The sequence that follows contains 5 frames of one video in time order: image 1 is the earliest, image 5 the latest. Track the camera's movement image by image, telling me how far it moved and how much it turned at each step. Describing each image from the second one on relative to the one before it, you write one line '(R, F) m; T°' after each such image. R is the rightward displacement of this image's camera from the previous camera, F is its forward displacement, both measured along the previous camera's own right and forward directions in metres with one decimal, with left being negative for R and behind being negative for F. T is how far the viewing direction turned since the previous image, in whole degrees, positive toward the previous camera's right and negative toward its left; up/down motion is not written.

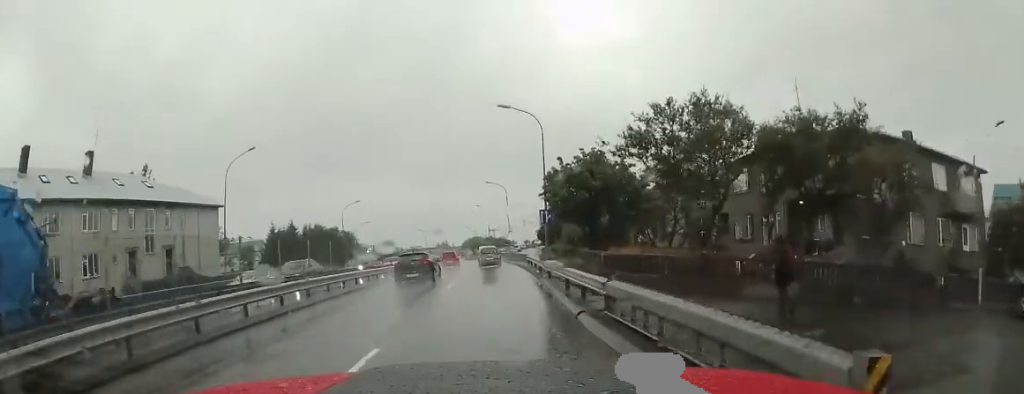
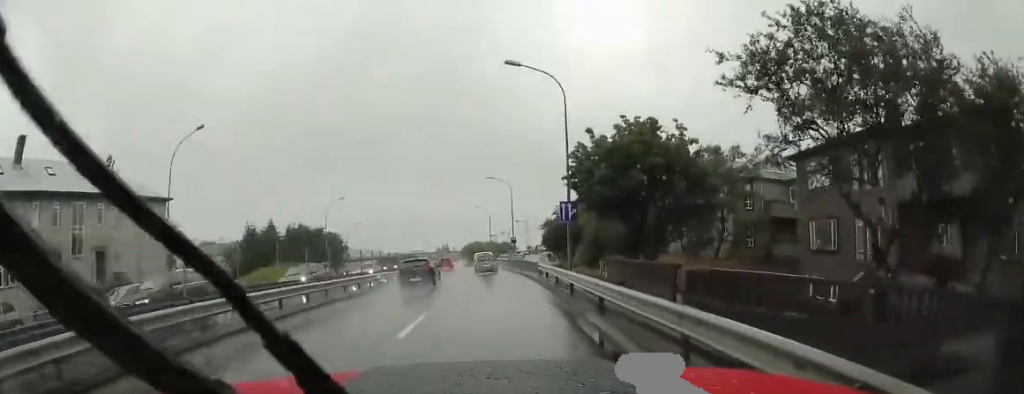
(0.0, +7.6) m; -1°
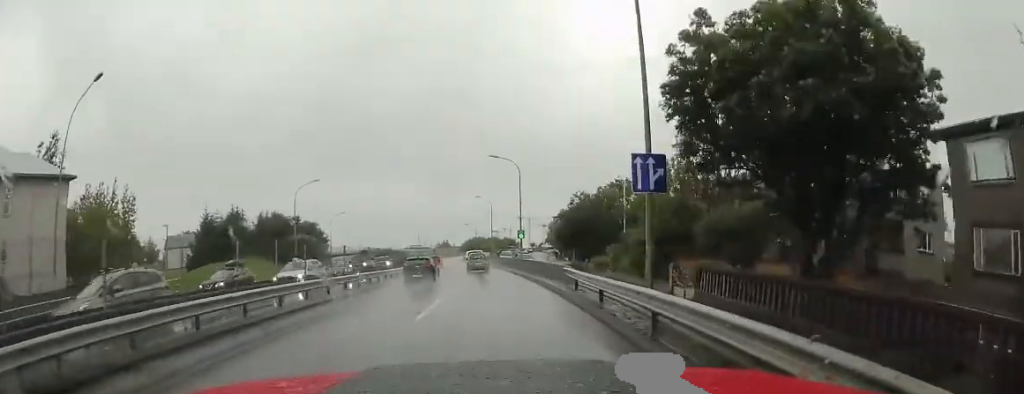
(-0.1, +10.2) m; -2°
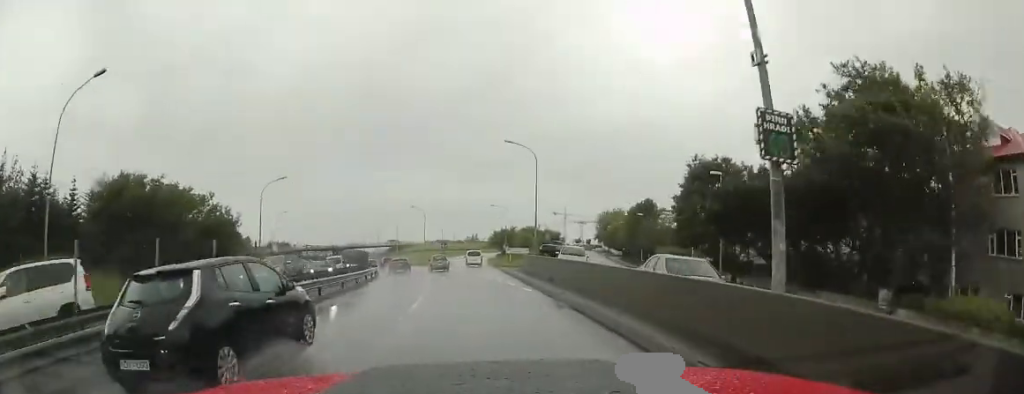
(-0.2, +34.4) m; -3°
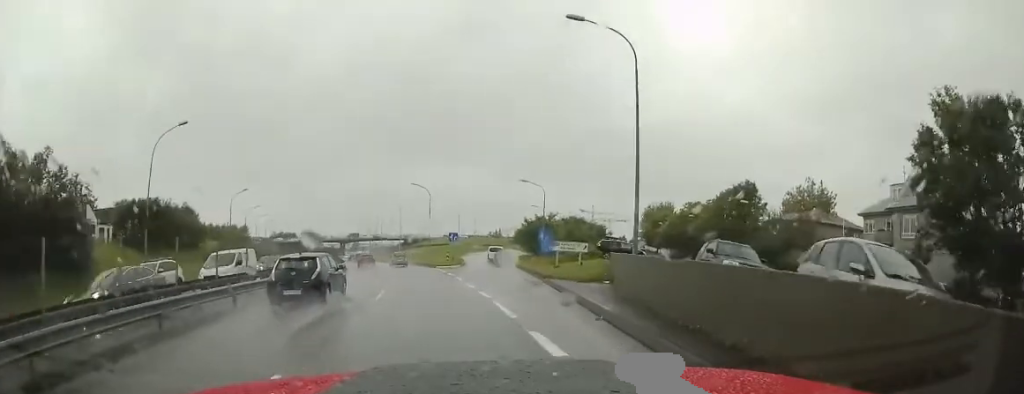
(-0.6, +20.9) m; -2°
